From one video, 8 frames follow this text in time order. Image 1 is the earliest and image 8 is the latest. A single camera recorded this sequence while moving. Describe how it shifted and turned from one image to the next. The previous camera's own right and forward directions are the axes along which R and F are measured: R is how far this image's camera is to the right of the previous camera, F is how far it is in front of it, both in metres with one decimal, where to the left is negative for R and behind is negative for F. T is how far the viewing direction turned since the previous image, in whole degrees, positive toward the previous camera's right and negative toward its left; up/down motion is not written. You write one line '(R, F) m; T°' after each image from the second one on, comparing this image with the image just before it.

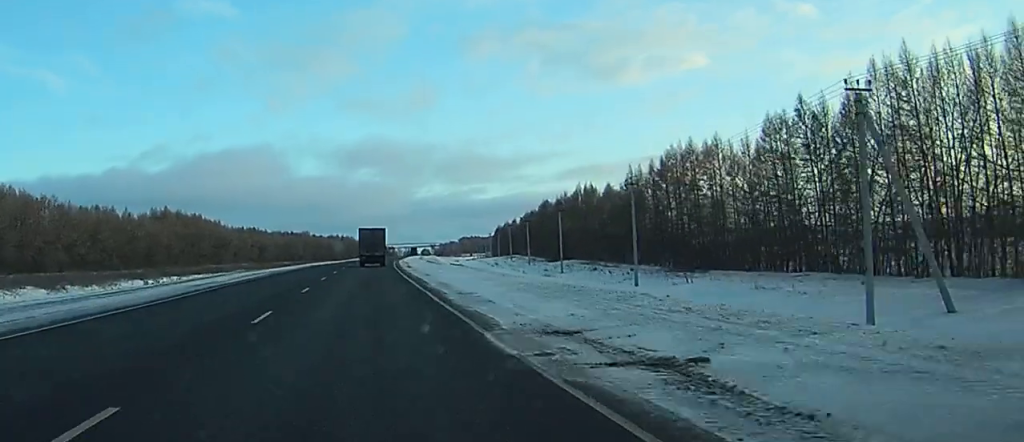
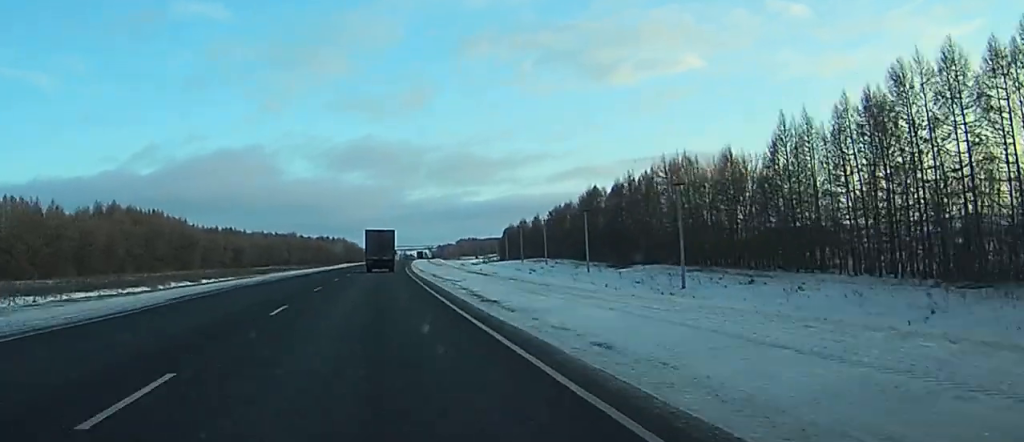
(+0.1, +45.5) m; 0°
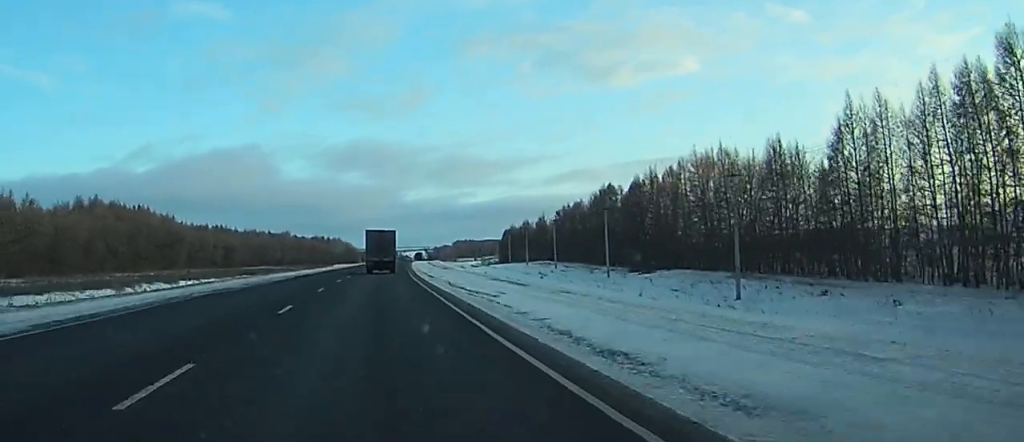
(+0.1, +11.2) m; 0°
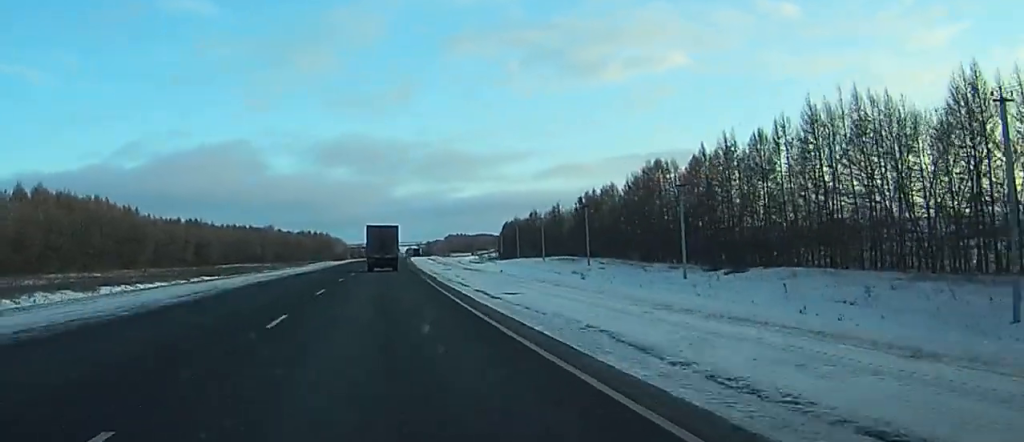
(+0.1, +27.9) m; 0°
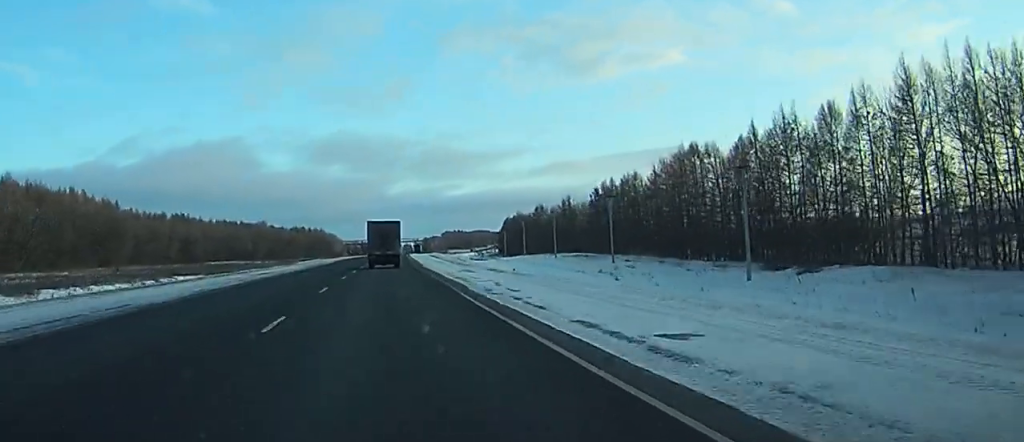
(0.0, +13.9) m; 0°
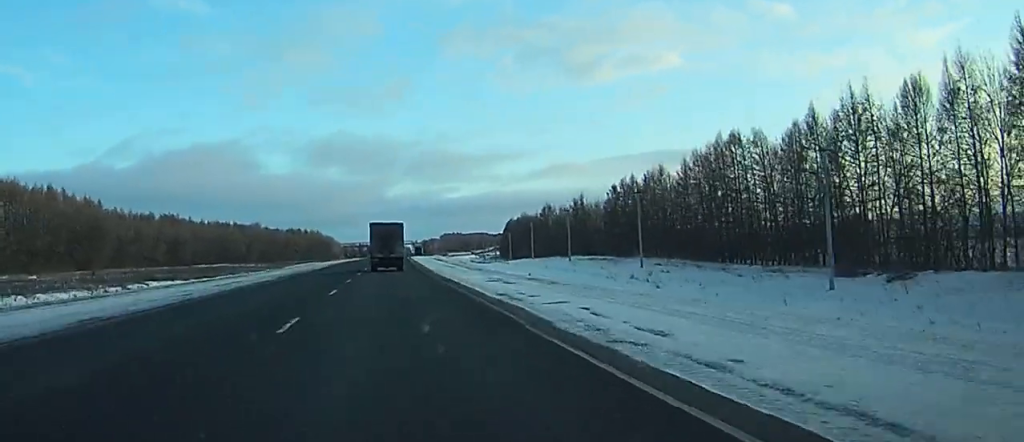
(0.0, +12.0) m; 0°
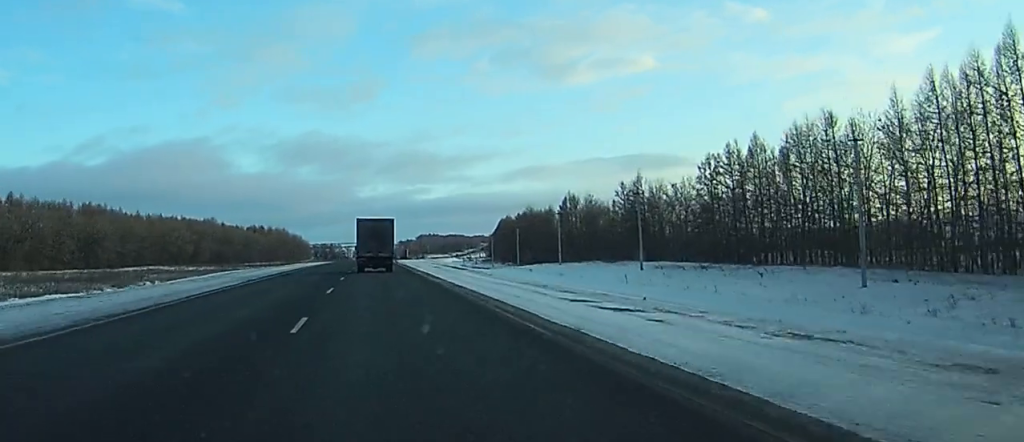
(+0.5, +48.4) m; +1°
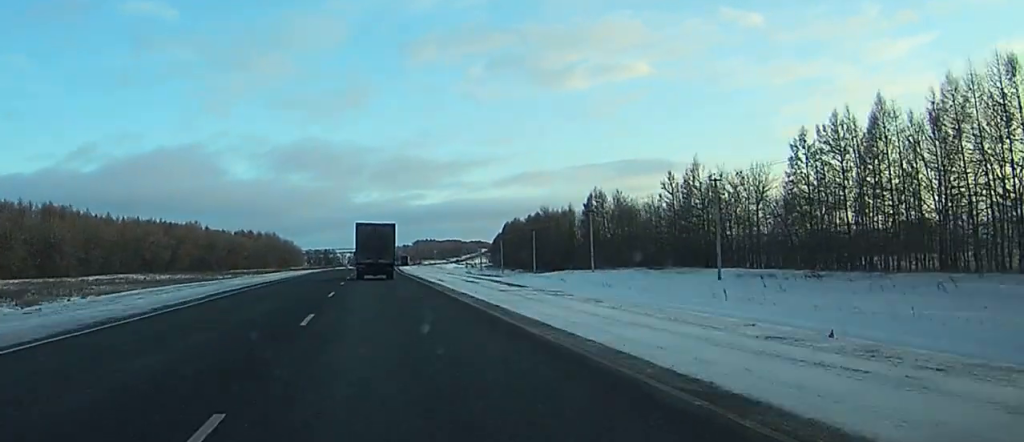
(+0.1, +21.7) m; +1°
